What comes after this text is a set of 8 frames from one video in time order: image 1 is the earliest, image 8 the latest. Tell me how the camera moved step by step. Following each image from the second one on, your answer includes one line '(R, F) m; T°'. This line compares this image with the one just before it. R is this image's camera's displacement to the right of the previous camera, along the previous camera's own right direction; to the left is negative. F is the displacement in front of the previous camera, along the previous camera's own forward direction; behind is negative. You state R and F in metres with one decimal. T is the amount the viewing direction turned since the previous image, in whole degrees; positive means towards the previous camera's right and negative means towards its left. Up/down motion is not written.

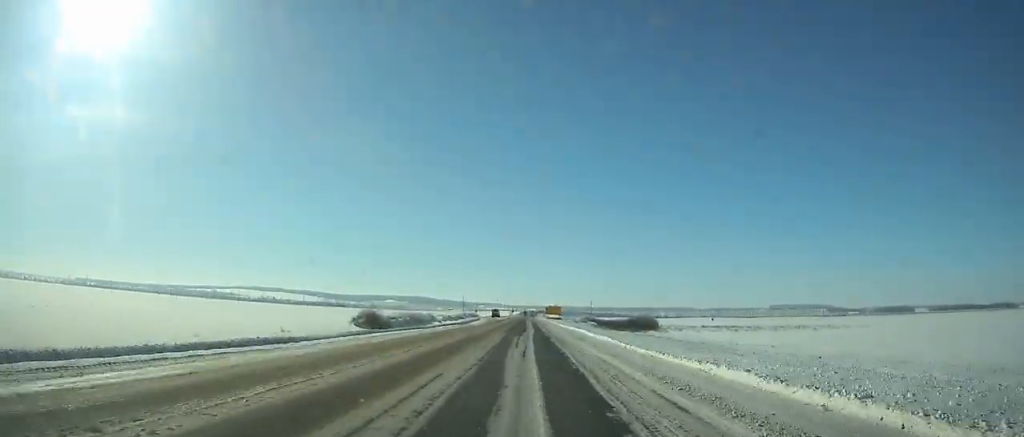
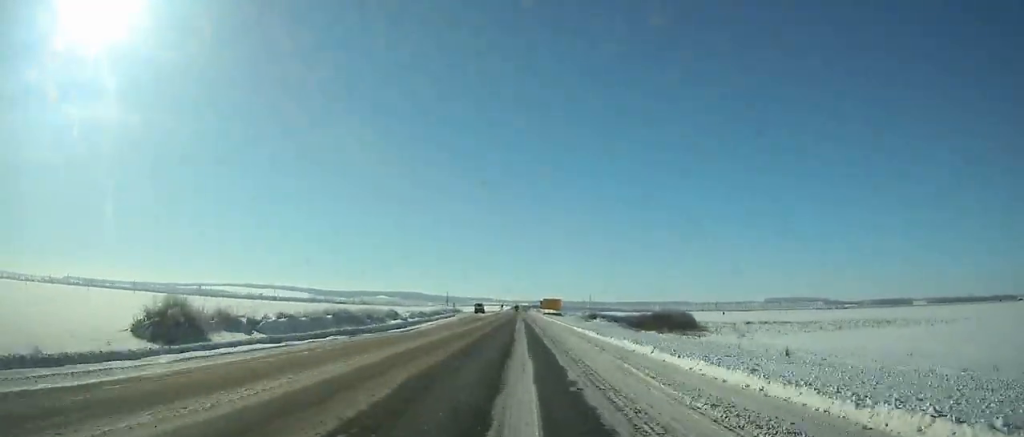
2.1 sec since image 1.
(-0.1, +39.6) m; 0°
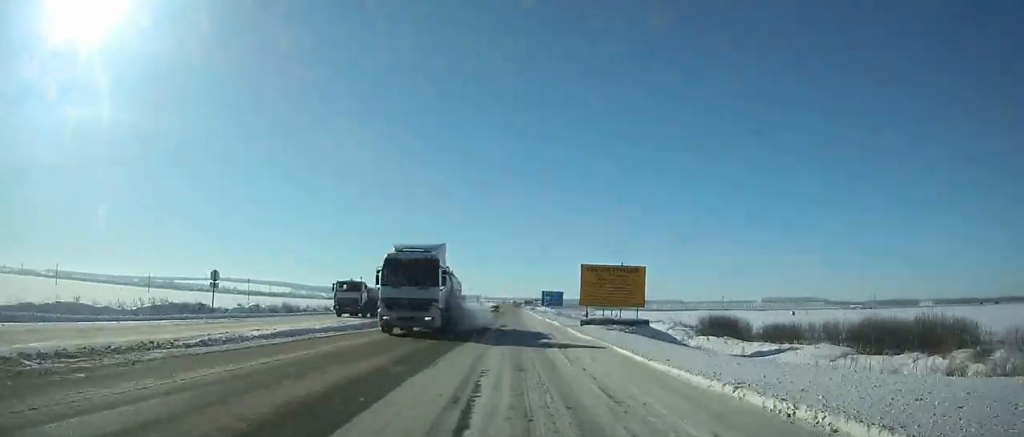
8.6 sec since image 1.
(+0.9, +114.1) m; +1°
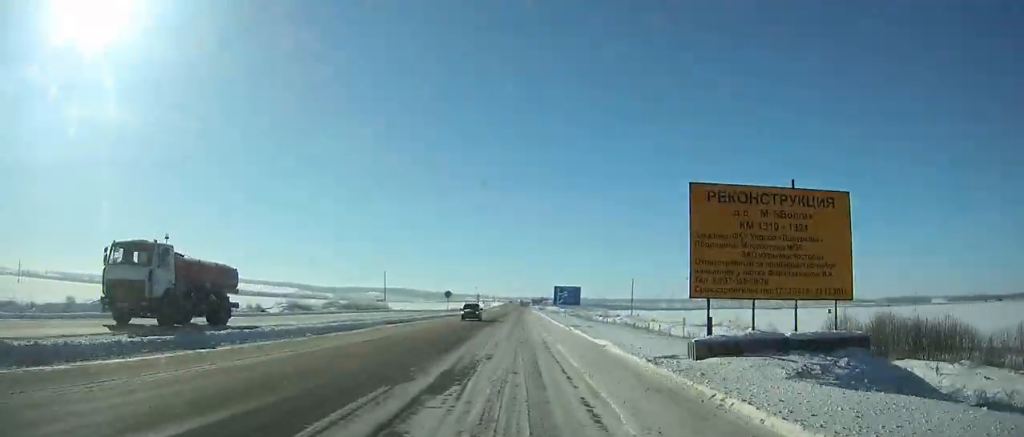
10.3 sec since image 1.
(+0.2, +27.7) m; 0°
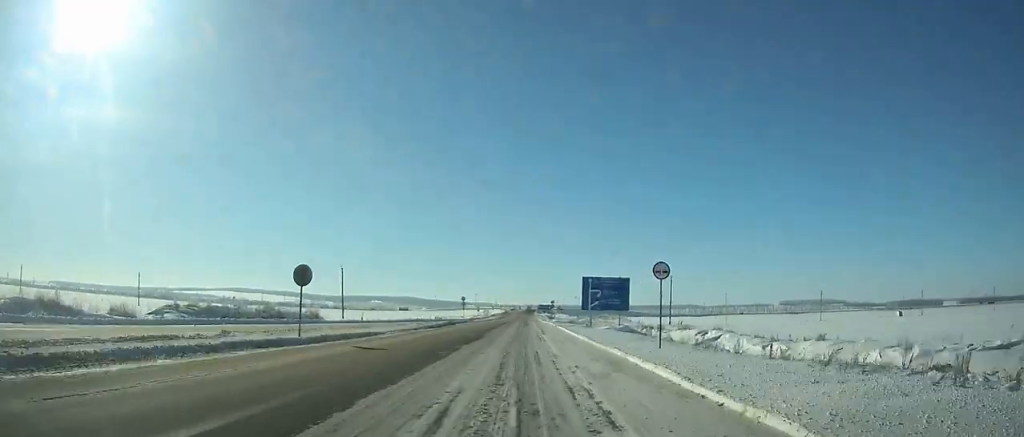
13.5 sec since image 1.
(-0.1, +48.6) m; 0°
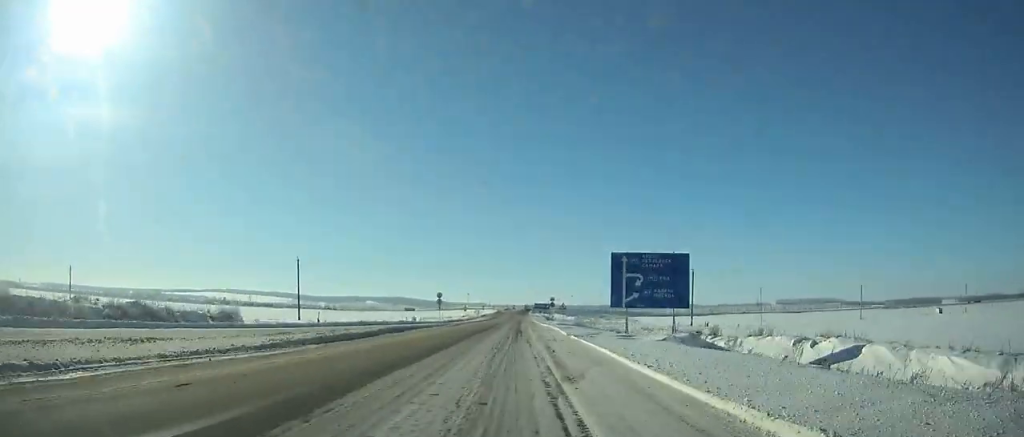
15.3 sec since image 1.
(+0.1, +24.9) m; 0°
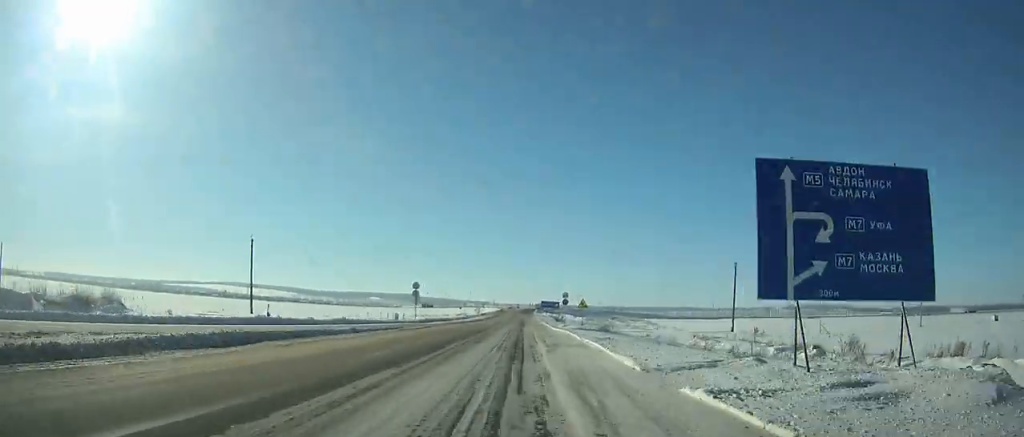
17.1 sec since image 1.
(0.0, +24.0) m; 0°
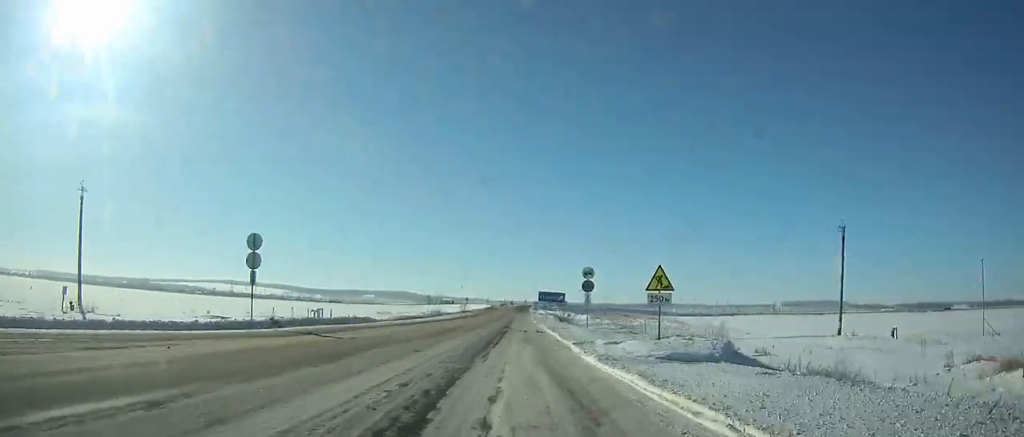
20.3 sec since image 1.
(-0.1, +38.3) m; 0°
